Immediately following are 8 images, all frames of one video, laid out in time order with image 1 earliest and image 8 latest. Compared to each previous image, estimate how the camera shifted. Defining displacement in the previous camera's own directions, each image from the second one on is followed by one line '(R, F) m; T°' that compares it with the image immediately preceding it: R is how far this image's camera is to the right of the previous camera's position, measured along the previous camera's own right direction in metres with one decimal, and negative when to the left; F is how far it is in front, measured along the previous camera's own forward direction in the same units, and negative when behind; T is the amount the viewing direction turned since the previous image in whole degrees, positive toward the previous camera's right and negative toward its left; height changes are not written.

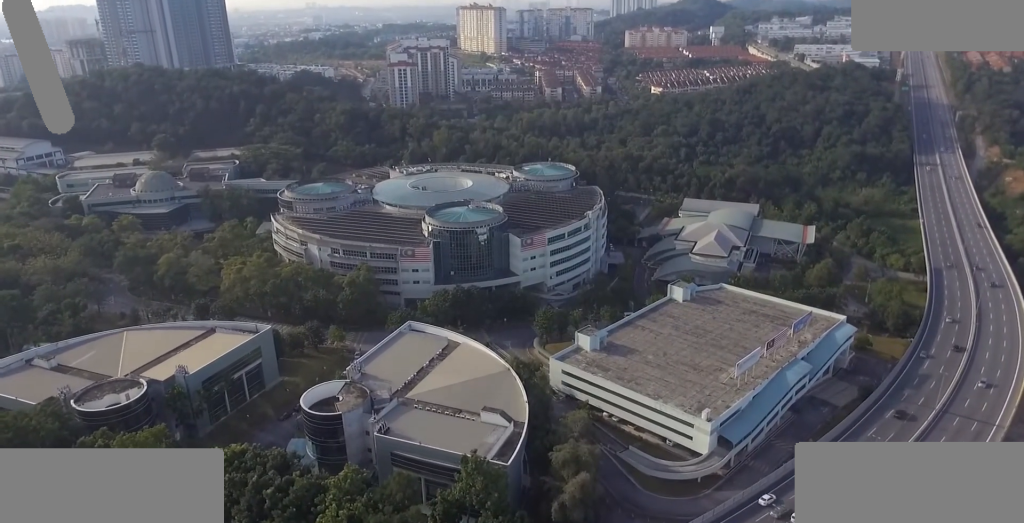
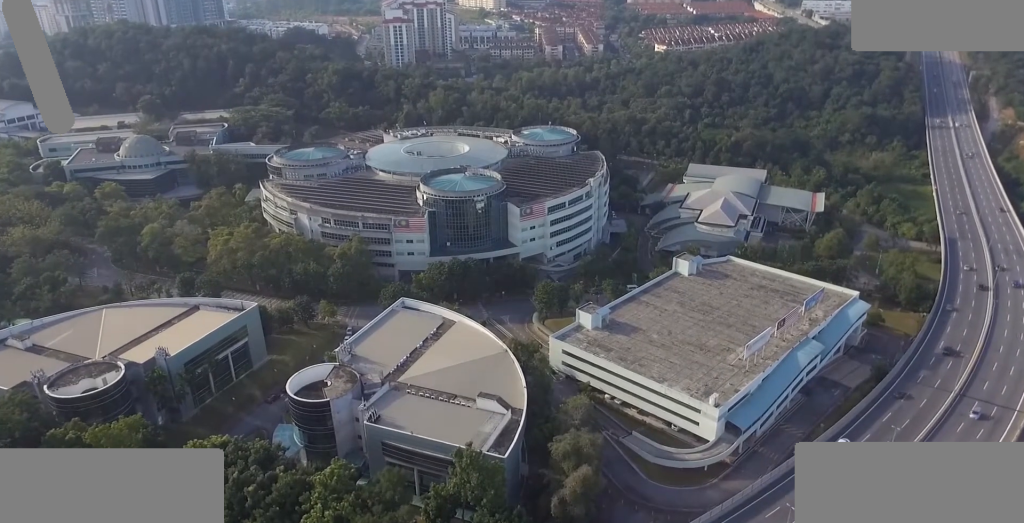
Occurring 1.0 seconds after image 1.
(+0.1, +10.4) m; 0°
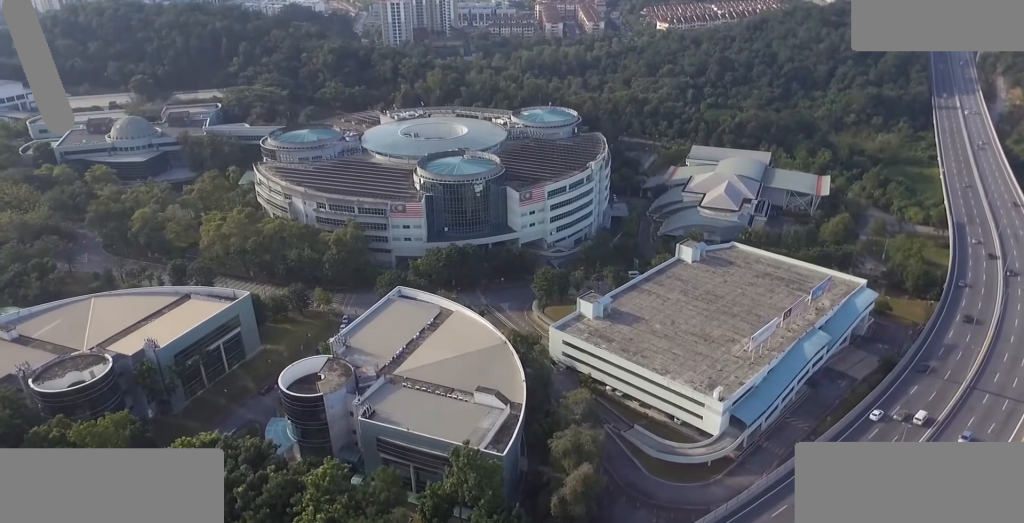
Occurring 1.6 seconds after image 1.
(0.0, +5.2) m; -1°
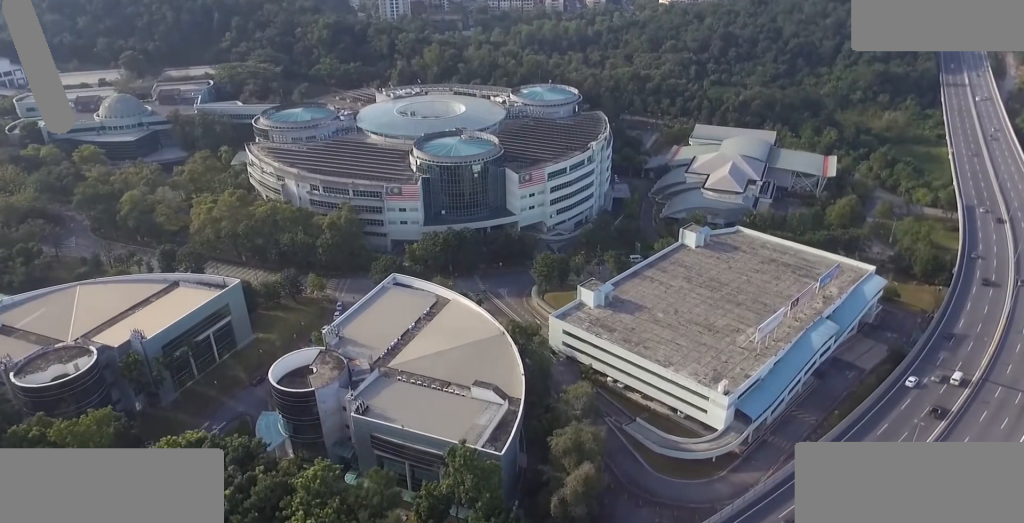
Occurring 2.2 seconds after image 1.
(0.0, +6.4) m; -2°
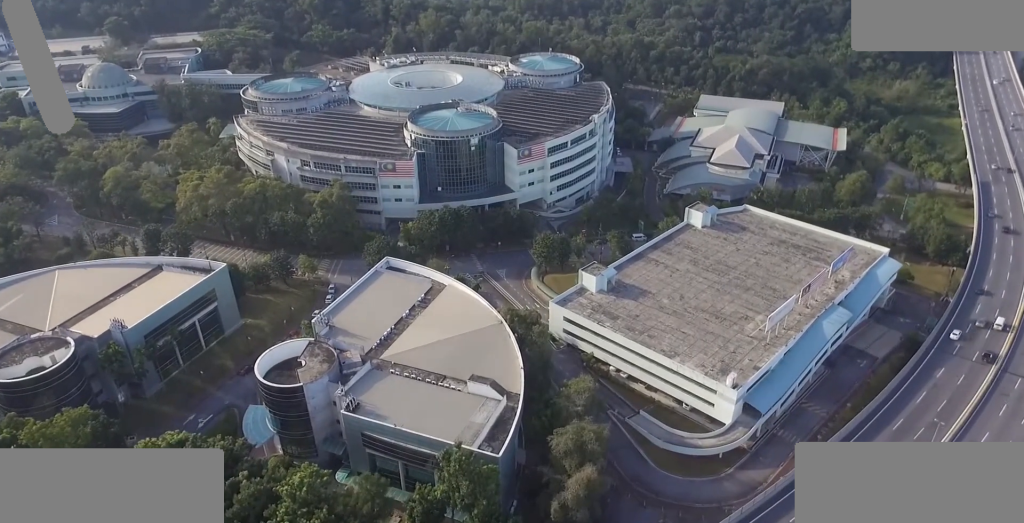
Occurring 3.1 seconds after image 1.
(-0.2, +8.8) m; 0°
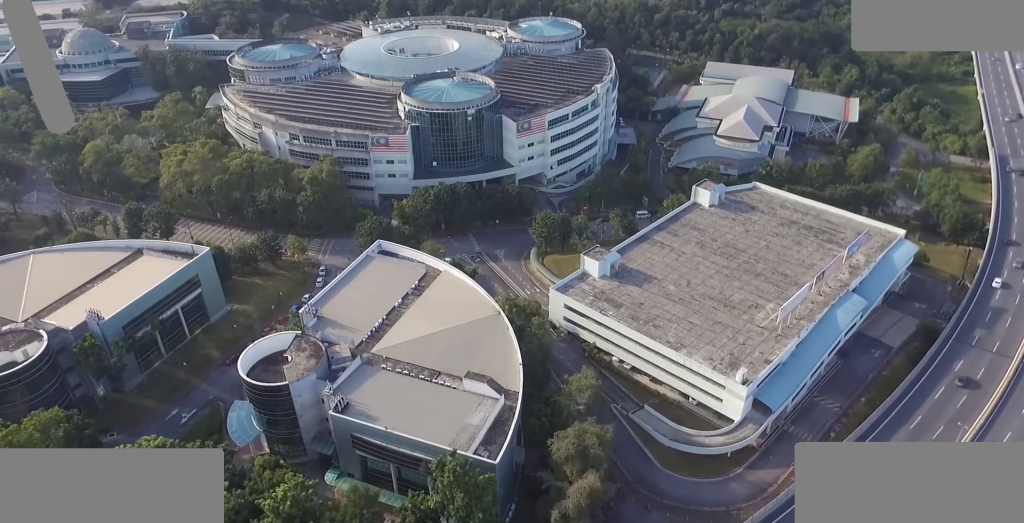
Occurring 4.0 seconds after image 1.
(+0.2, +9.5) m; +3°
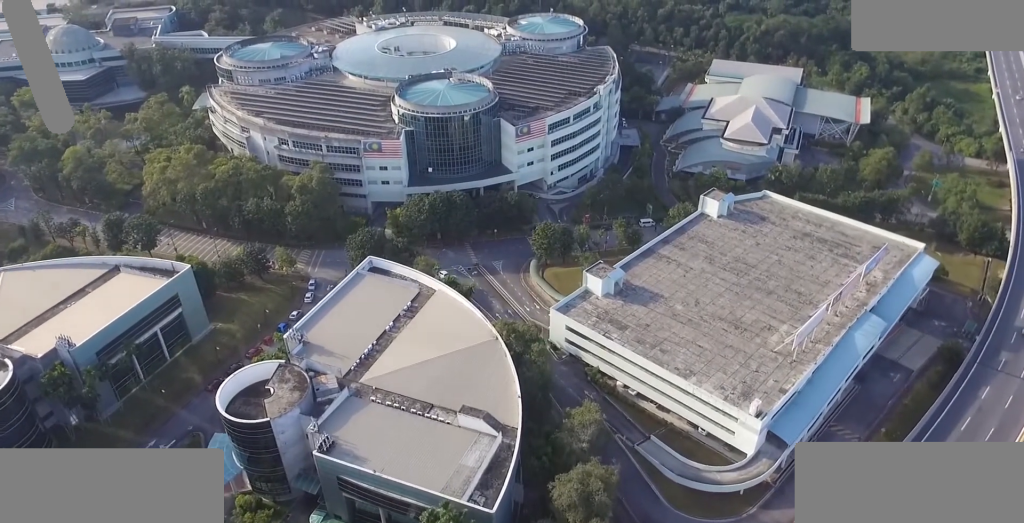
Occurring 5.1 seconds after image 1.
(+0.2, +10.6) m; 0°
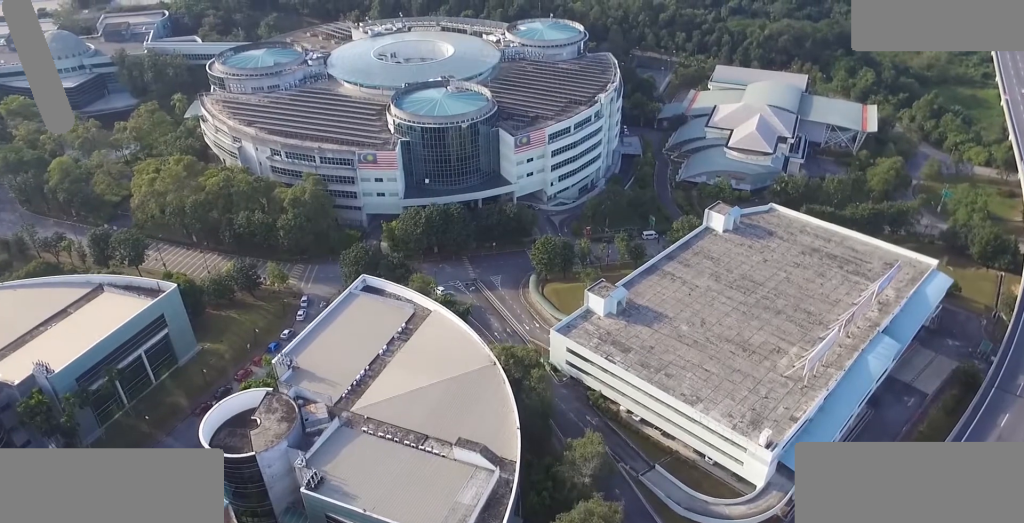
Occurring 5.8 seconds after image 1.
(-0.1, +7.1) m; -1°
